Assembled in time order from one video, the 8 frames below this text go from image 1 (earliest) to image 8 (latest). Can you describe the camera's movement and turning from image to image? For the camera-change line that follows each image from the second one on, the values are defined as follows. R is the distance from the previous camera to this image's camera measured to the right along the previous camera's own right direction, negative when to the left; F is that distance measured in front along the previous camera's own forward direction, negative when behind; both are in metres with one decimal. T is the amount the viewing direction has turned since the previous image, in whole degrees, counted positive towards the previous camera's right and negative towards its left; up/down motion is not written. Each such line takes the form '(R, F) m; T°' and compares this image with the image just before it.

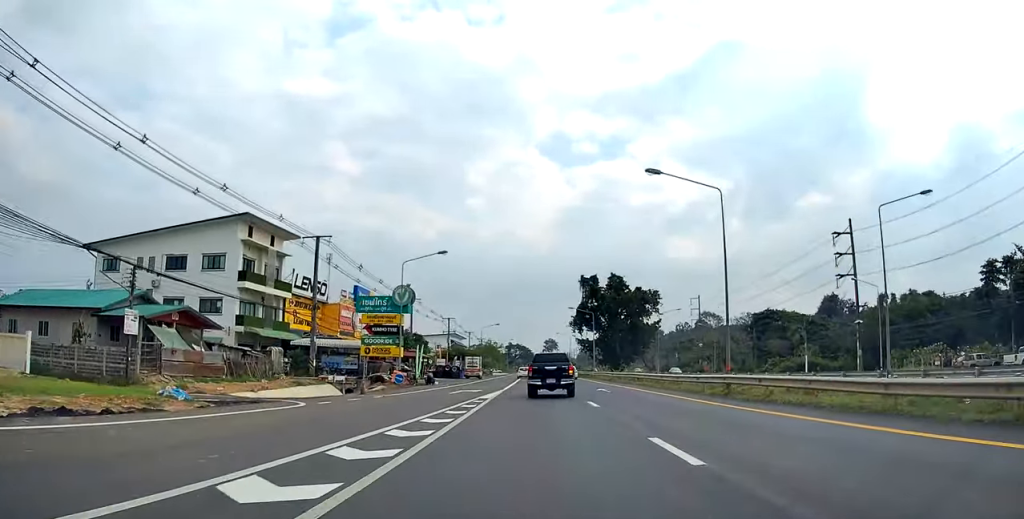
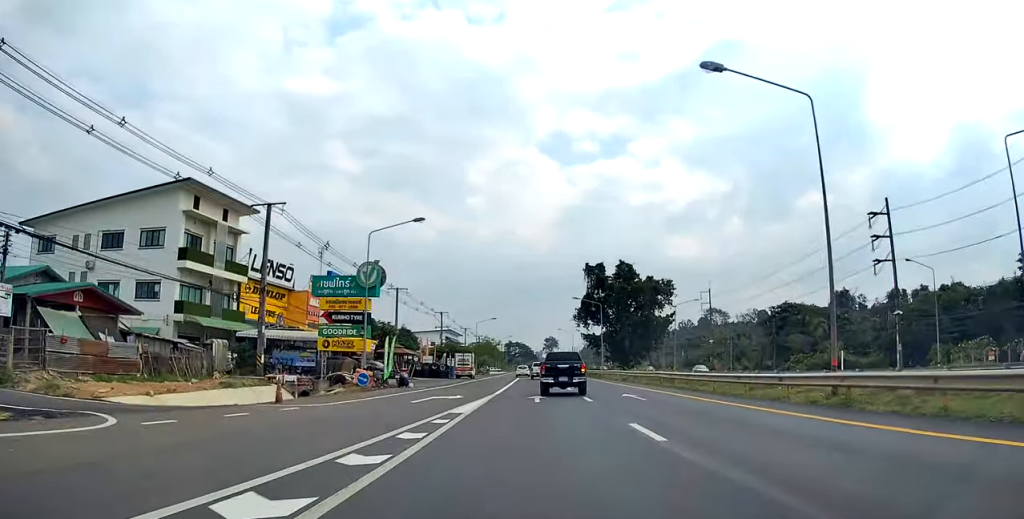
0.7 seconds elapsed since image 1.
(-0.2, +9.9) m; -2°
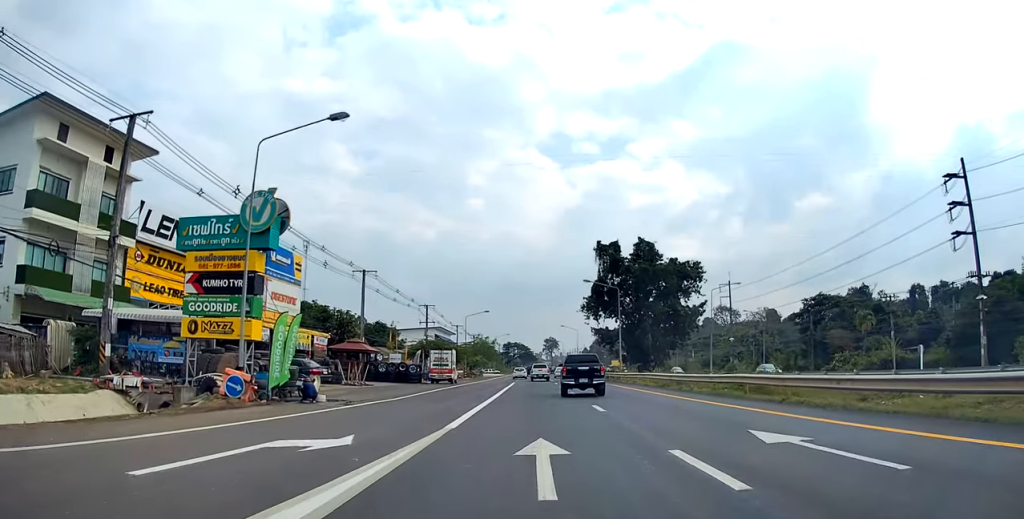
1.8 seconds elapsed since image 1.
(-0.3, +15.5) m; -2°
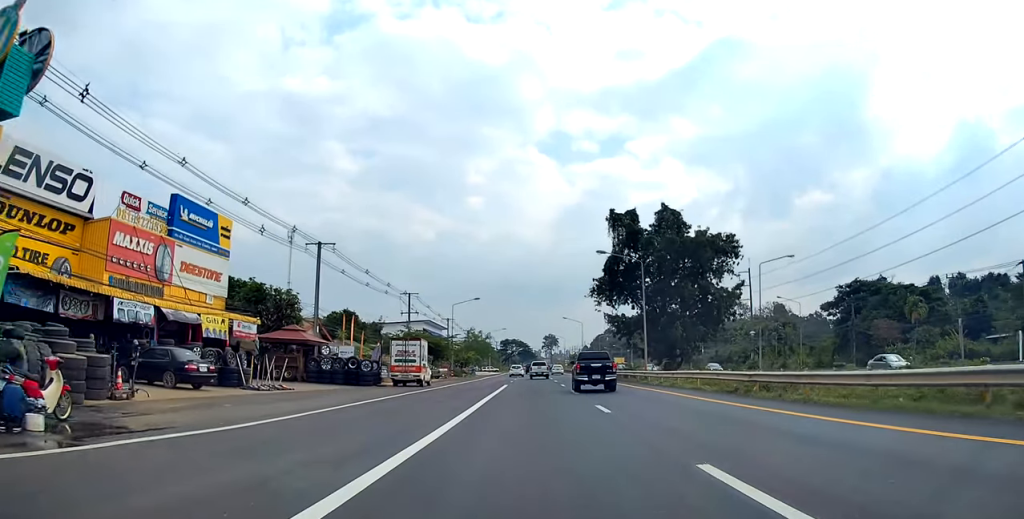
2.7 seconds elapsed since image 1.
(-0.4, +13.2) m; +1°
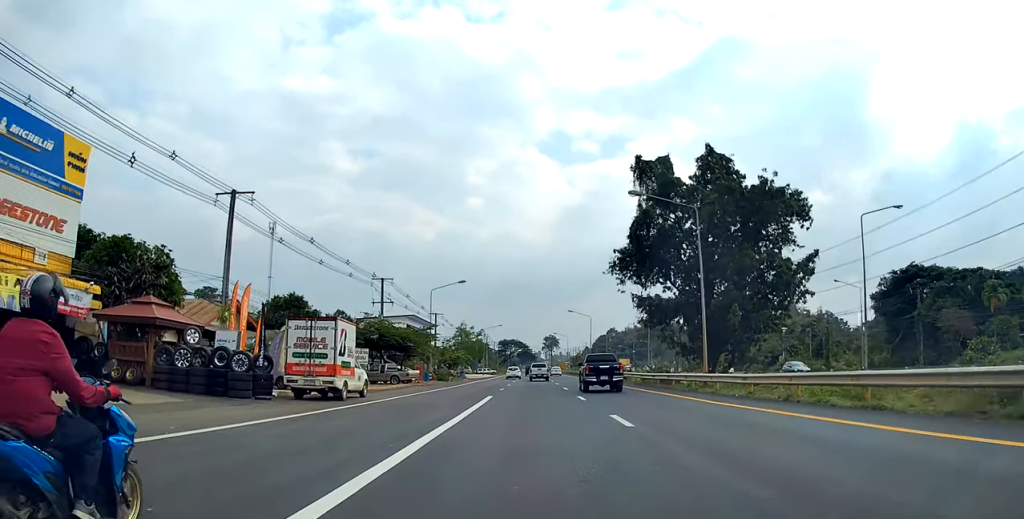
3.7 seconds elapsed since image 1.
(+0.7, +15.2) m; +3°
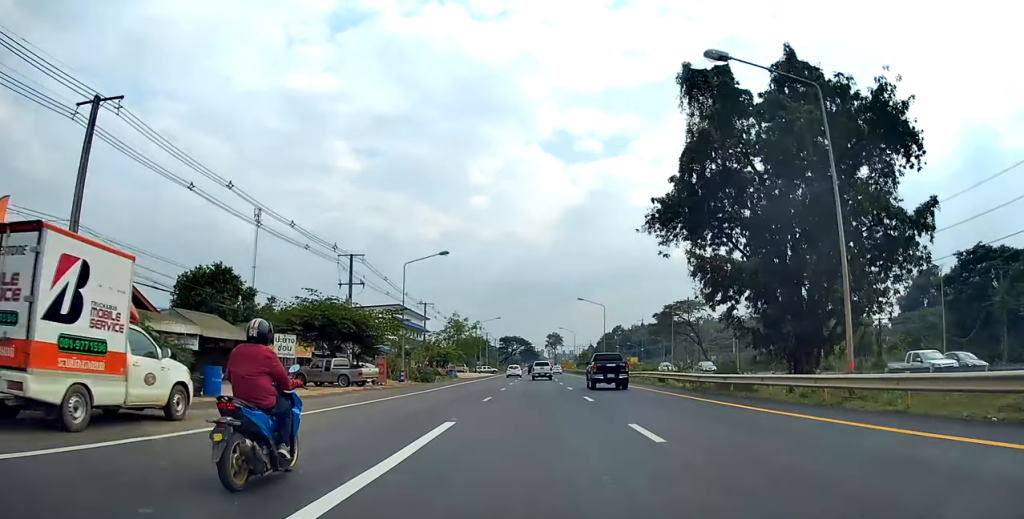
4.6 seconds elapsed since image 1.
(0.0, +13.6) m; 0°
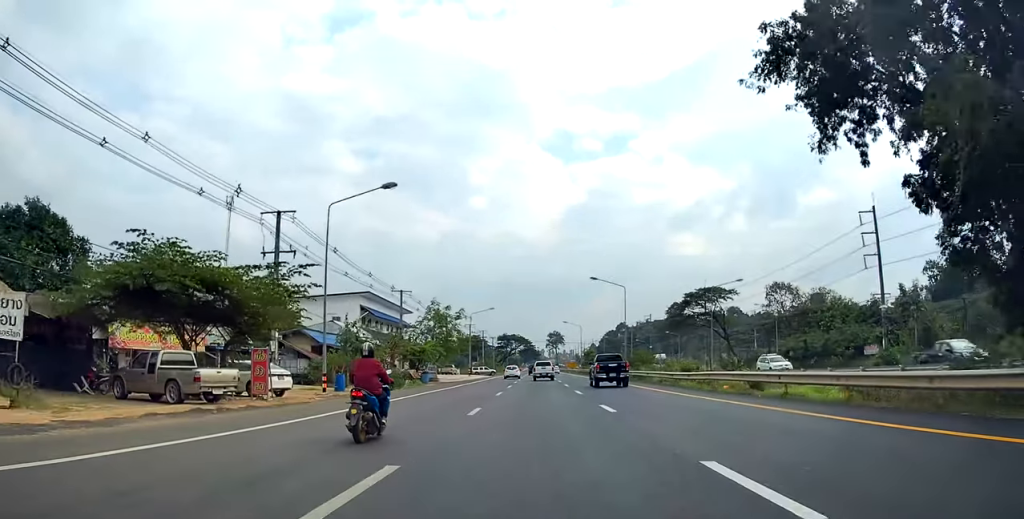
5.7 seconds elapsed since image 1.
(0.0, +17.4) m; 0°
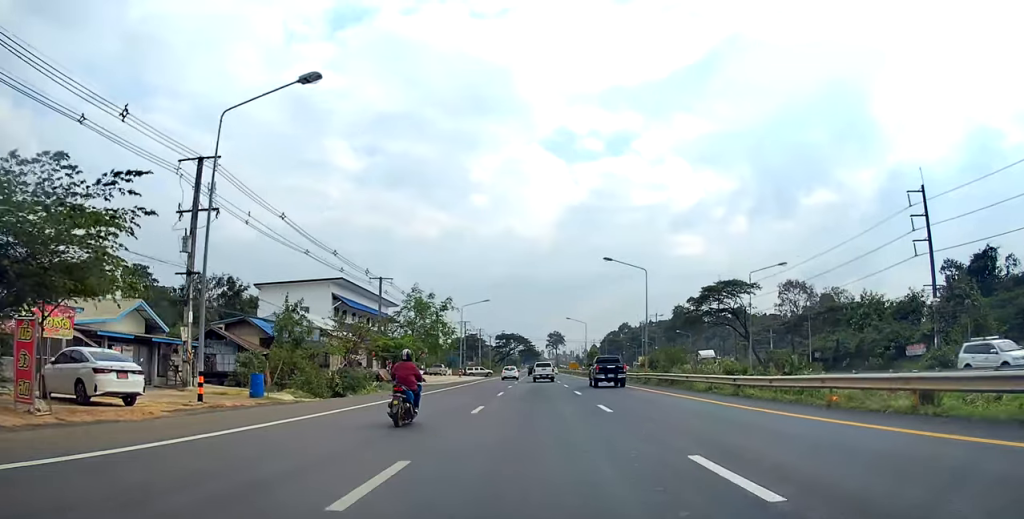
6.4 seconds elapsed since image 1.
(0.0, +10.8) m; 0°
